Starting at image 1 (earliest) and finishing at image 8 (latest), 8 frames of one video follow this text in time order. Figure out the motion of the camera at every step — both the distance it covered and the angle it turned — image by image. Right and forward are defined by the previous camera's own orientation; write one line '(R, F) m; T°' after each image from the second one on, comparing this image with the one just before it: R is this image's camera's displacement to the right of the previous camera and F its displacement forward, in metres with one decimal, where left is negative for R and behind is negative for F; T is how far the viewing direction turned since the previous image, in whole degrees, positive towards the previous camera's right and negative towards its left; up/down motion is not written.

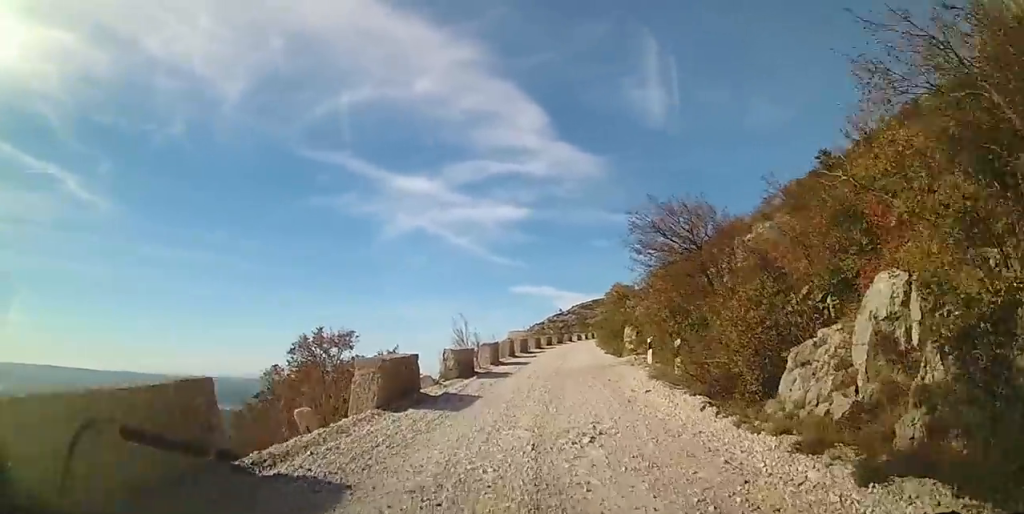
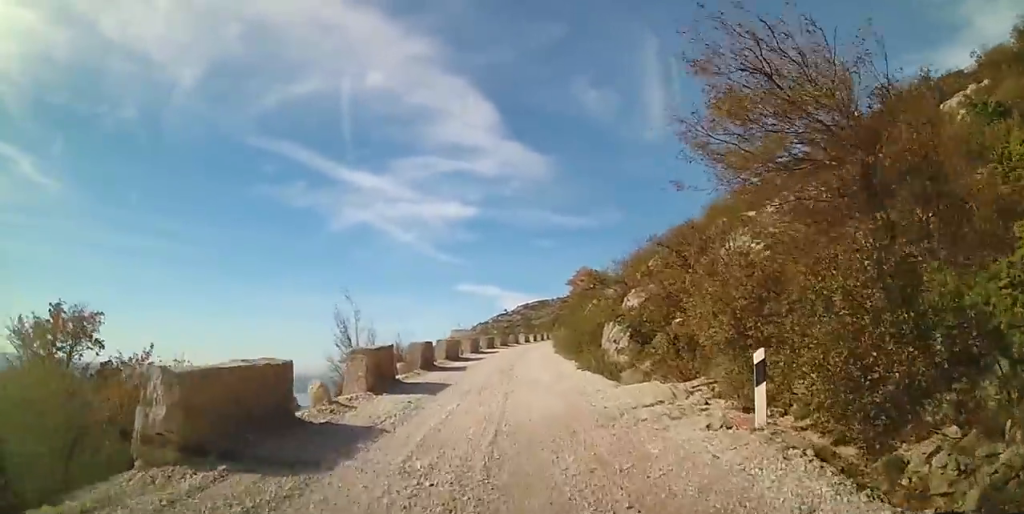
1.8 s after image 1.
(+0.2, +11.1) m; +2°
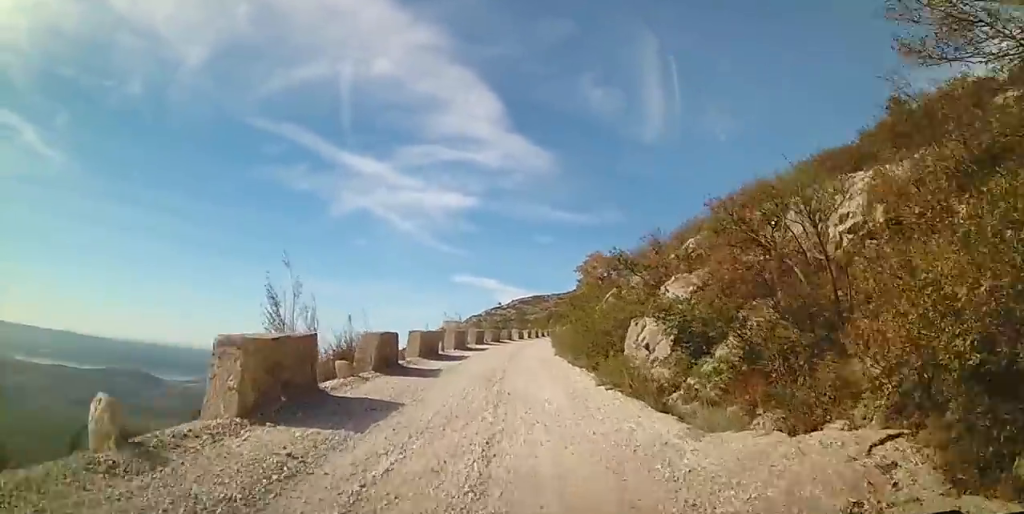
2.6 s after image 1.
(0.0, +5.3) m; 0°
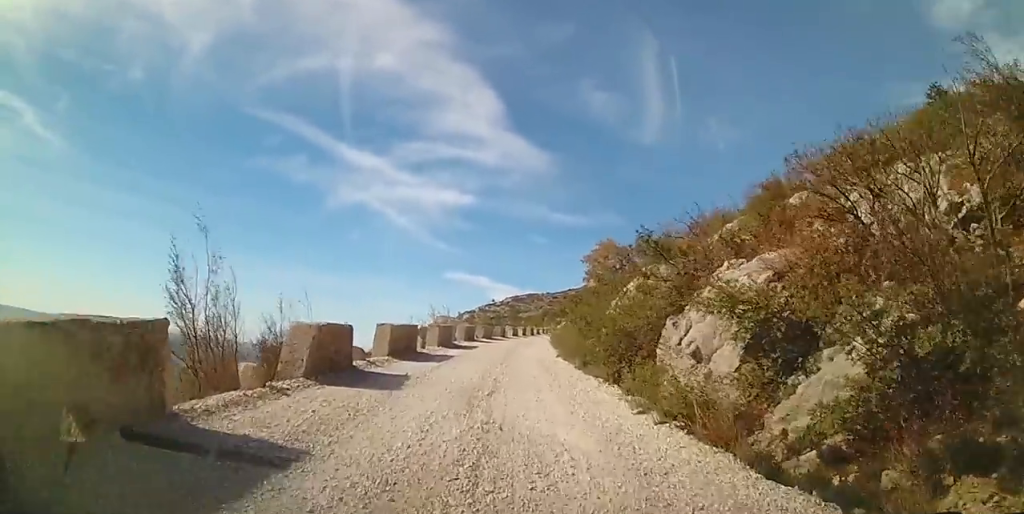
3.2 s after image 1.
(0.0, +4.1) m; 0°
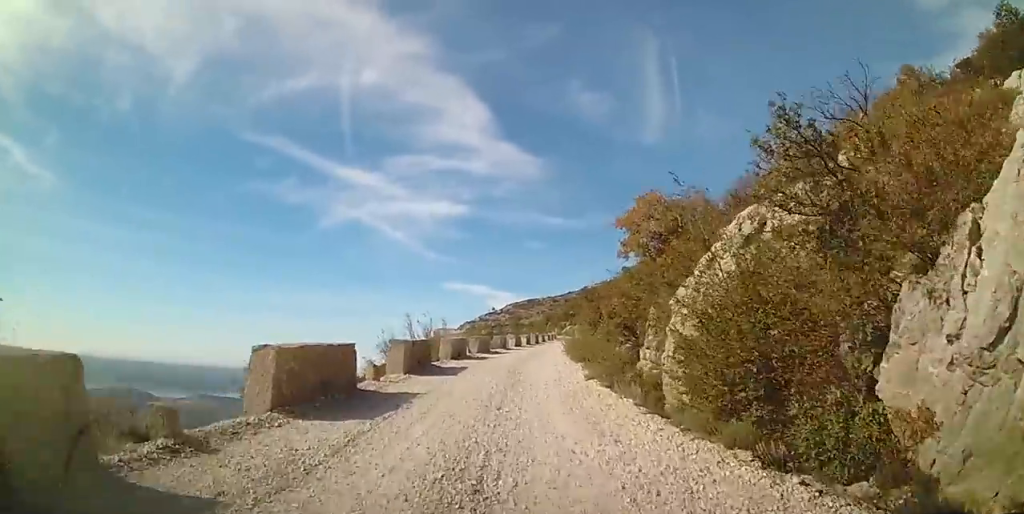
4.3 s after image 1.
(0.0, +7.7) m; 0°
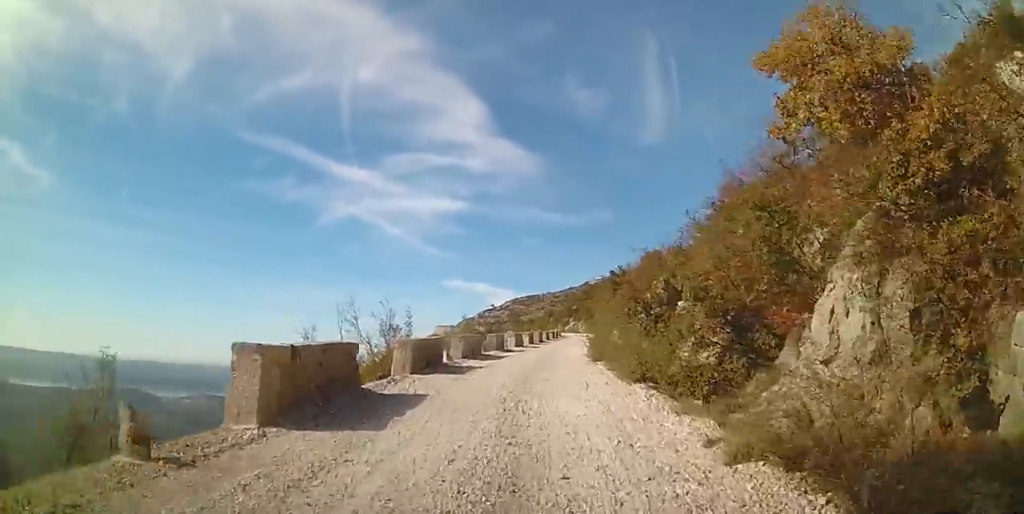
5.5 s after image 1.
(+0.1, +9.0) m; +1°
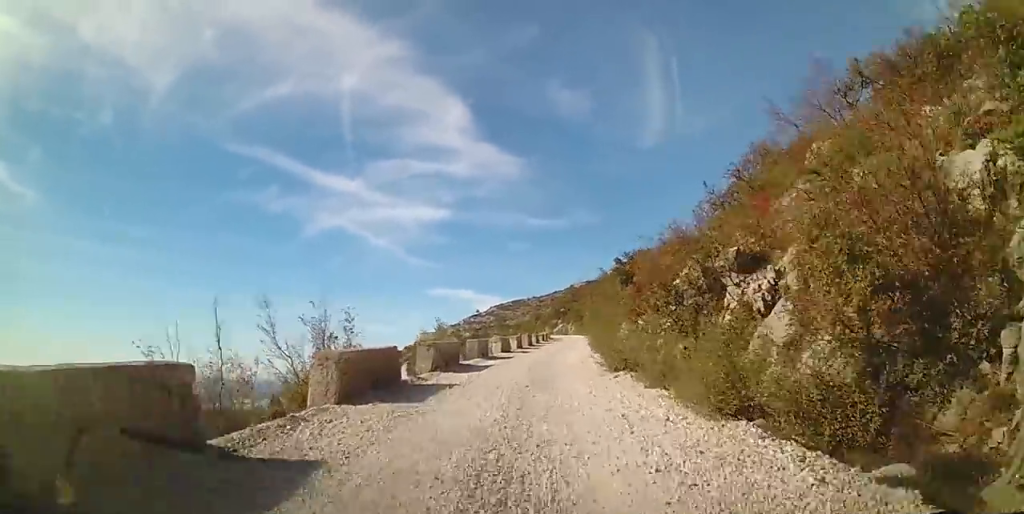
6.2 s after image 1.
(0.0, +5.2) m; 0°
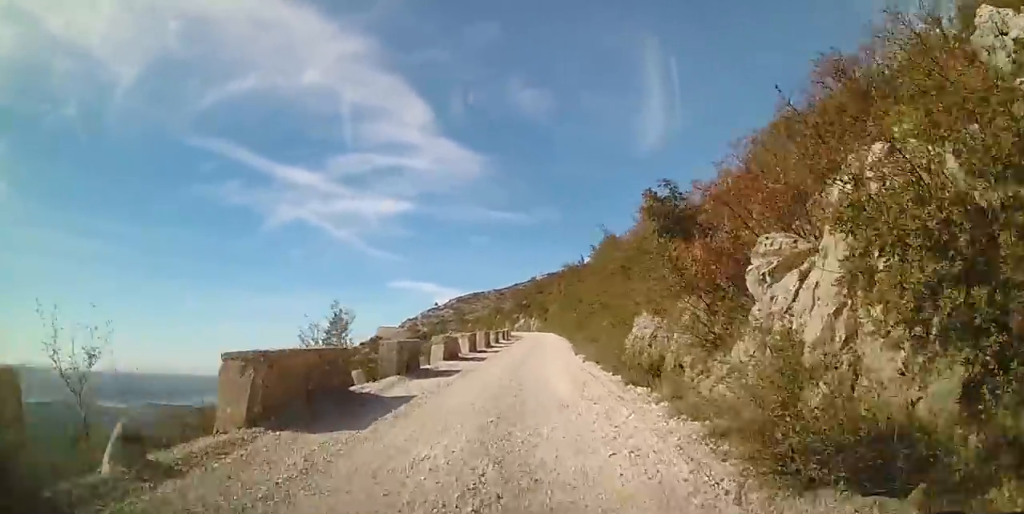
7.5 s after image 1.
(0.0, +9.7) m; +3°
